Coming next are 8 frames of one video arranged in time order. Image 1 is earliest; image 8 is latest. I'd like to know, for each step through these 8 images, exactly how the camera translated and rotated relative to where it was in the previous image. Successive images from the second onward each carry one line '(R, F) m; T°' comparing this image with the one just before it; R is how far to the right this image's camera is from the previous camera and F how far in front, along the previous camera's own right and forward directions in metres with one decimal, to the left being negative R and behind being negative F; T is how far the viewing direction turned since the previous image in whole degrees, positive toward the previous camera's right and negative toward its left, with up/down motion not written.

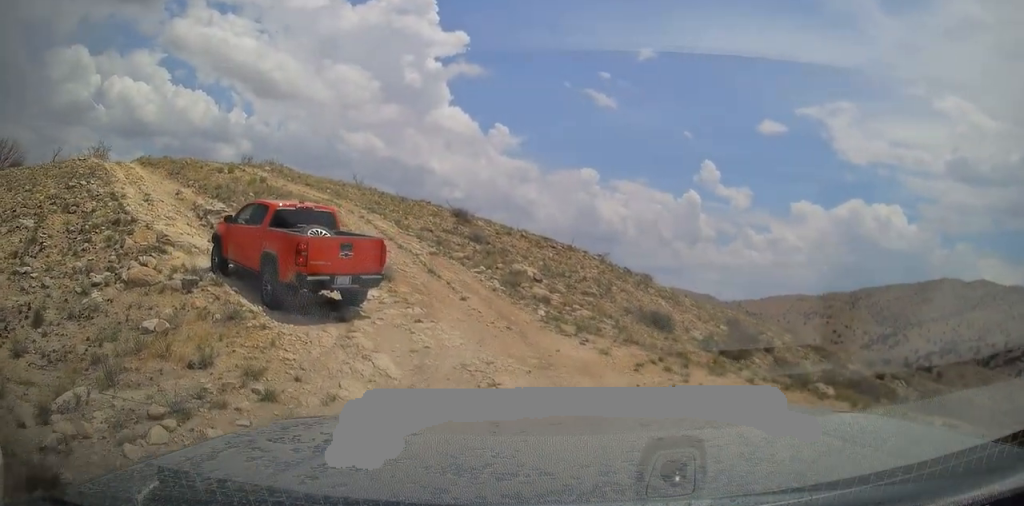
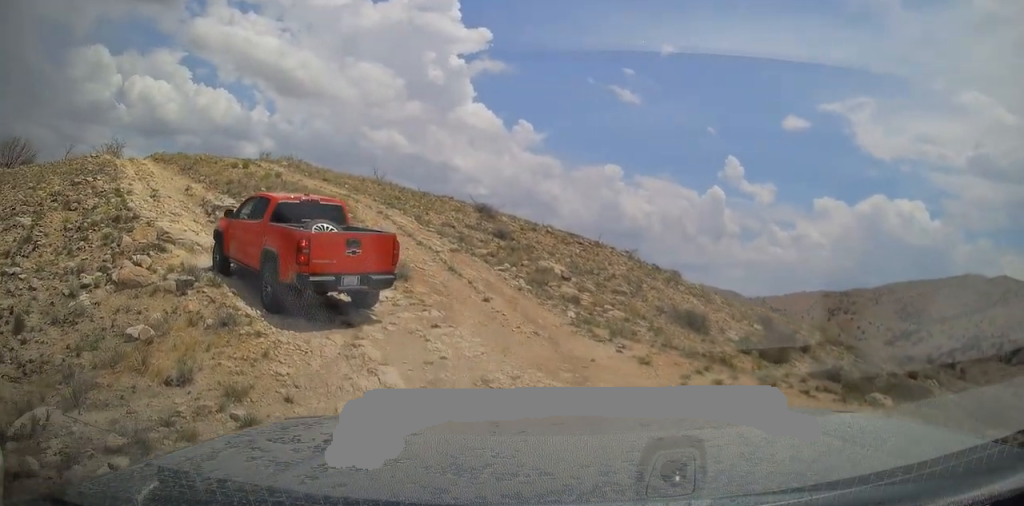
(0.0, +1.2) m; -3°
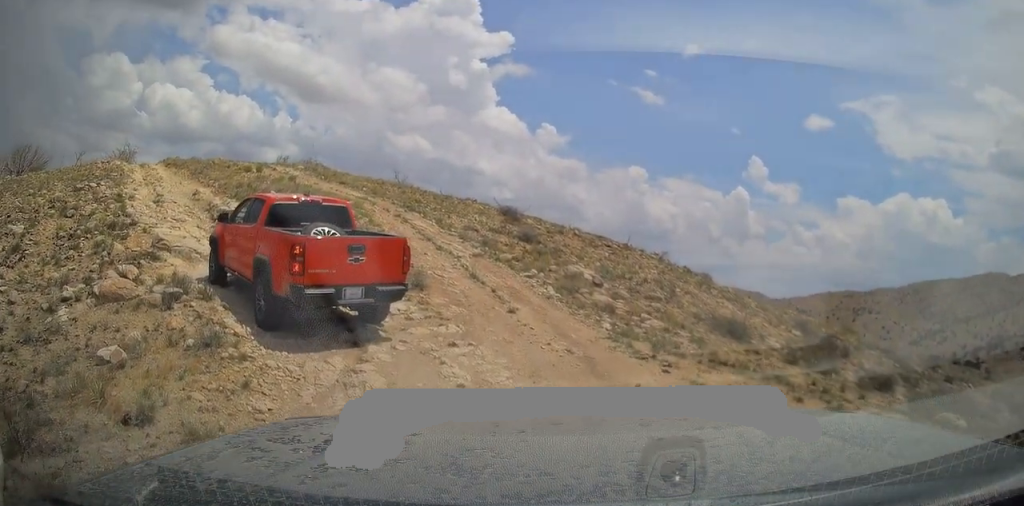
(-0.2, +1.6) m; 0°
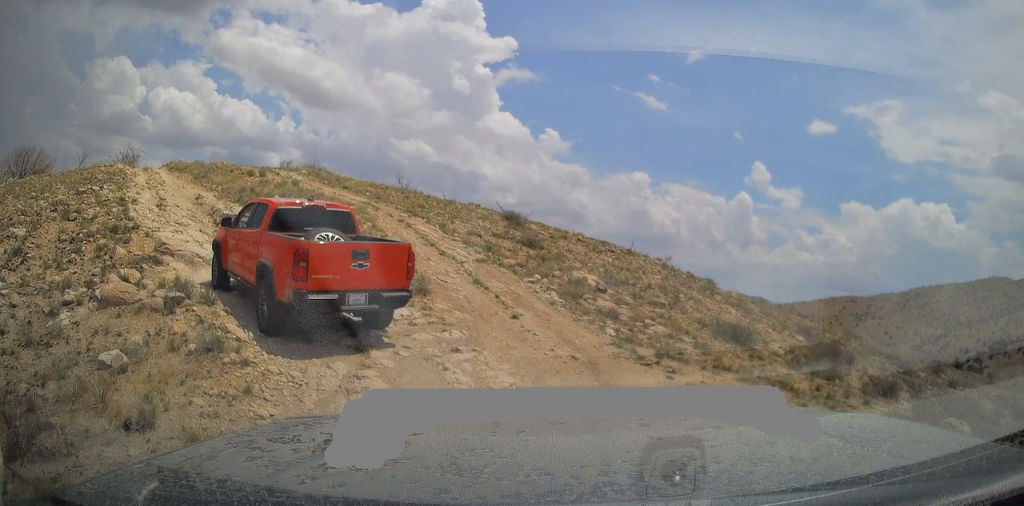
(-0.2, +0.6) m; 0°
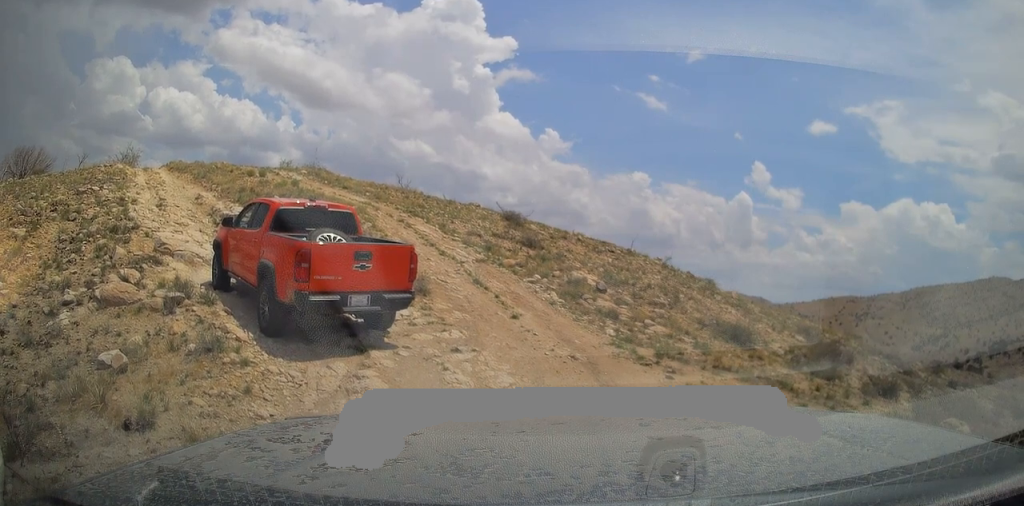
(0.0, 0.0) m; 0°
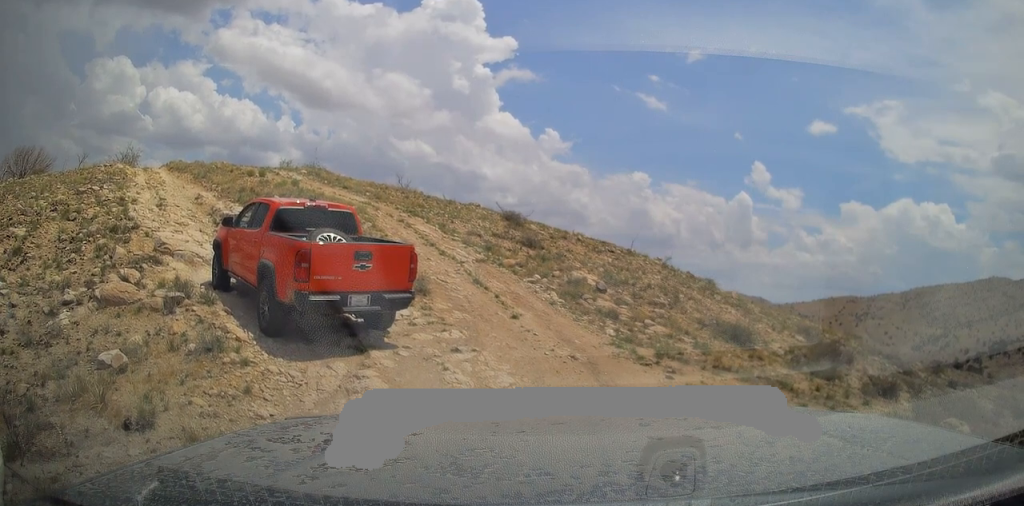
(0.0, 0.0) m; 0°
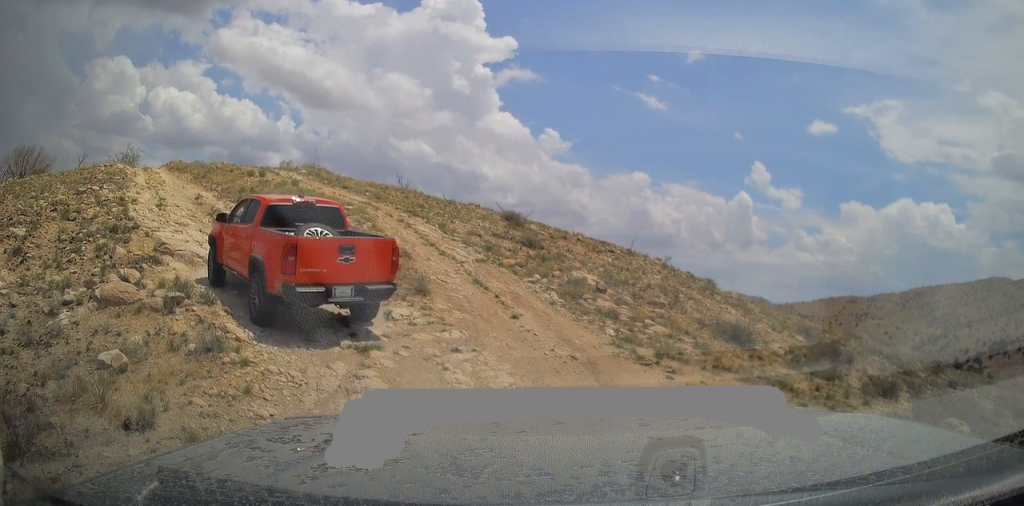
(0.0, 0.0) m; 0°
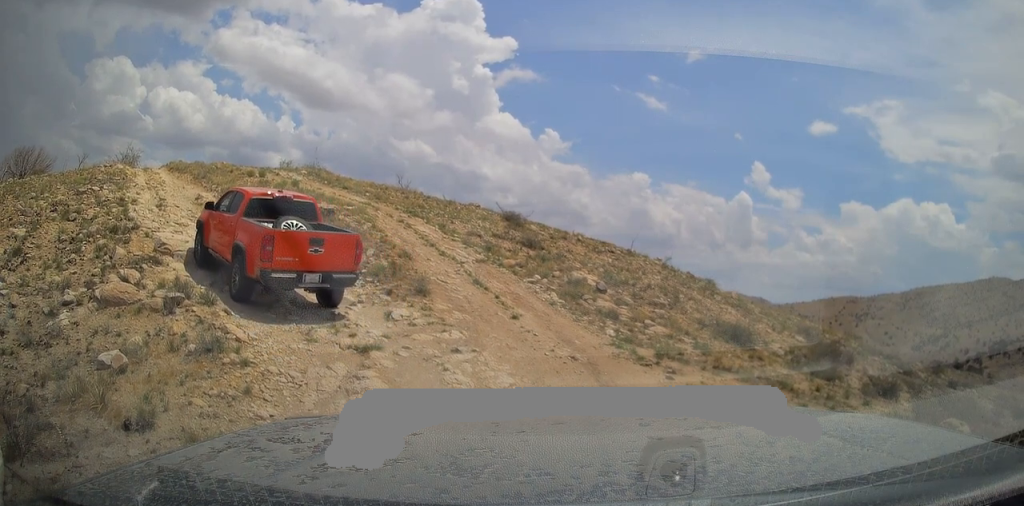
(0.0, 0.0) m; 0°
